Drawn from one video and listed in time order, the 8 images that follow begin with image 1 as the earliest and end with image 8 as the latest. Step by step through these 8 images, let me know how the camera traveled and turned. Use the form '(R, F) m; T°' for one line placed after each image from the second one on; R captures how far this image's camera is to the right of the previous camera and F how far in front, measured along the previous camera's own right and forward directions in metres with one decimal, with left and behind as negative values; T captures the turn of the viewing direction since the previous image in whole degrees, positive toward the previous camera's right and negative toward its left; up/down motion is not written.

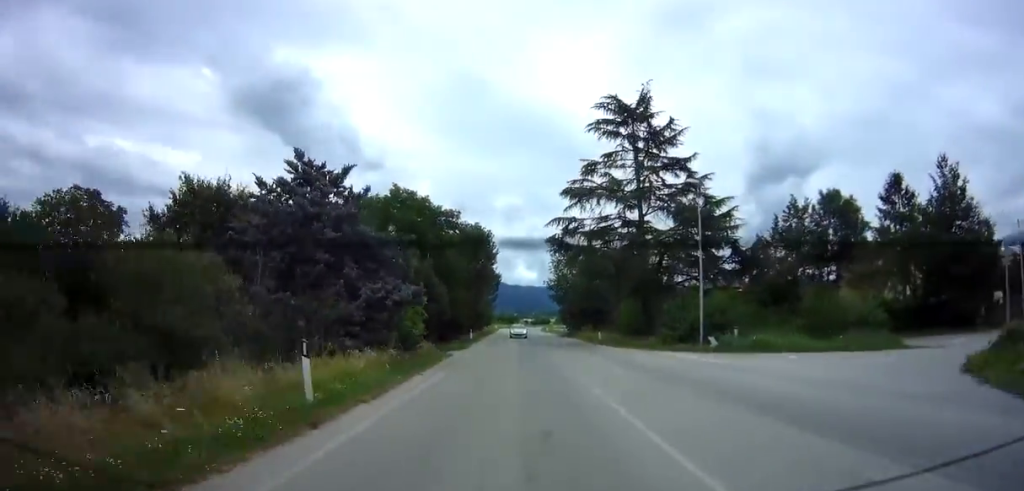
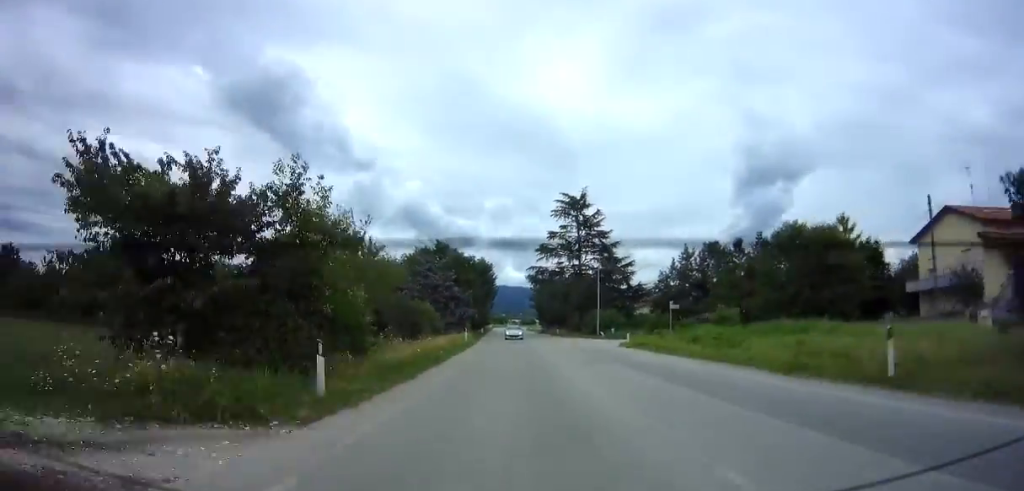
(+0.3, +30.6) m; +1°
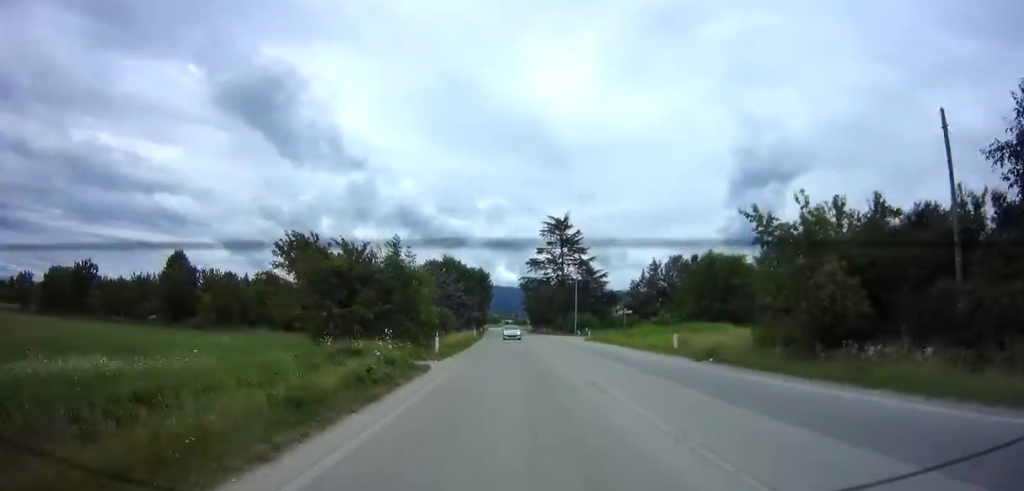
(+0.1, +15.2) m; +1°
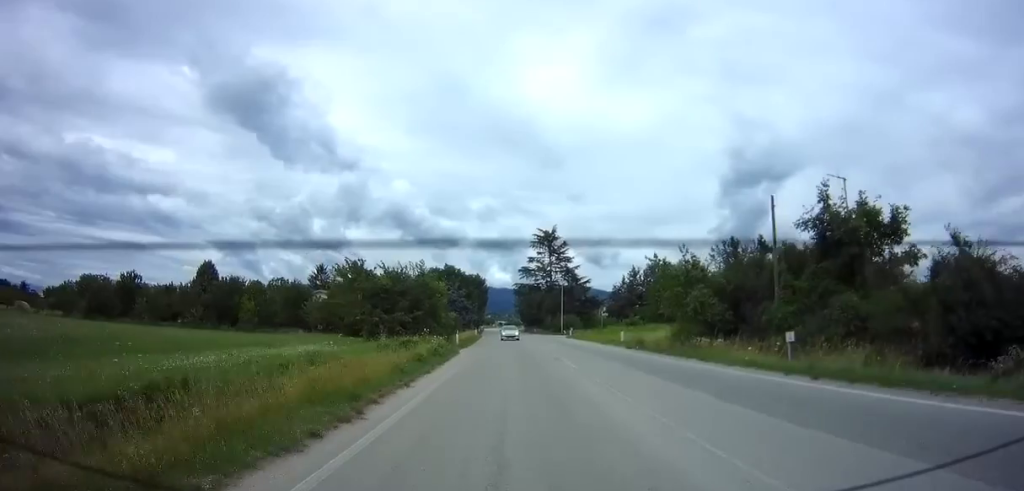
(+0.1, +10.8) m; 0°
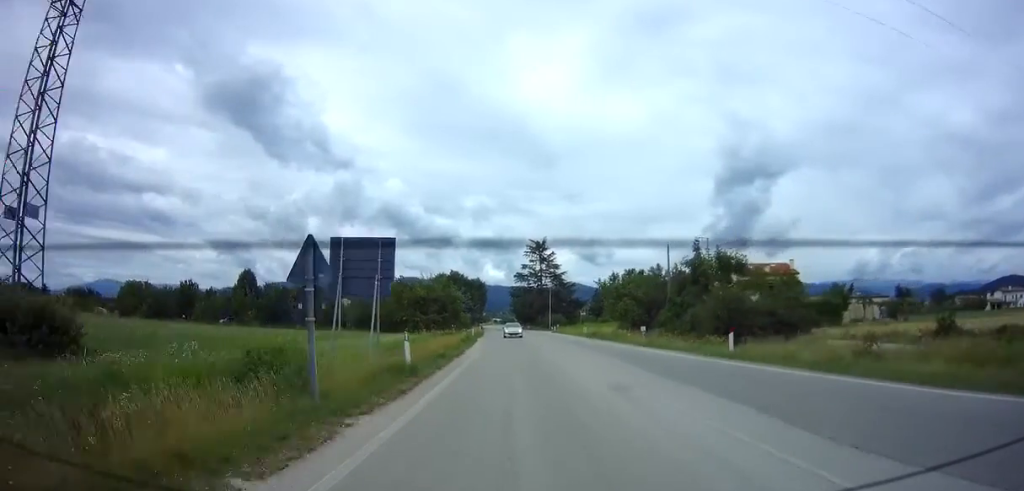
(0.0, +16.5) m; +1°
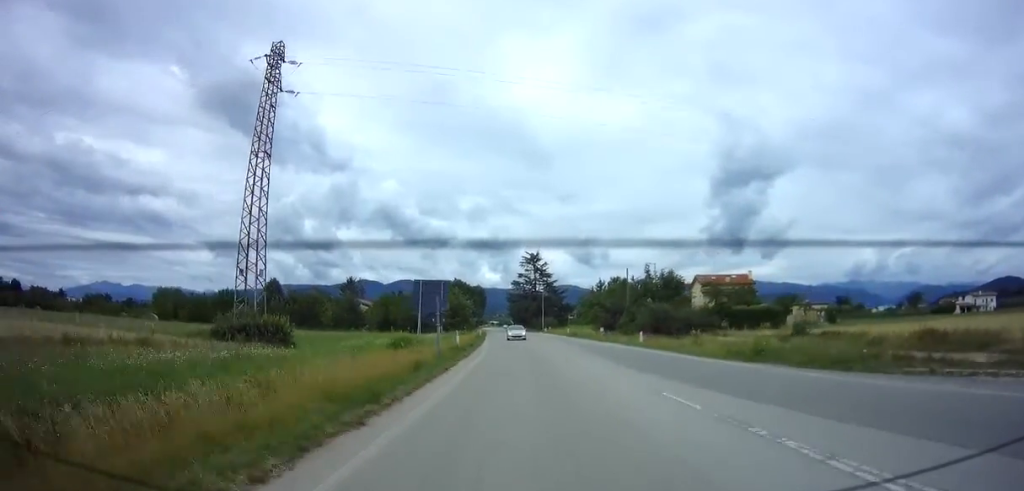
(+0.1, +13.8) m; +1°
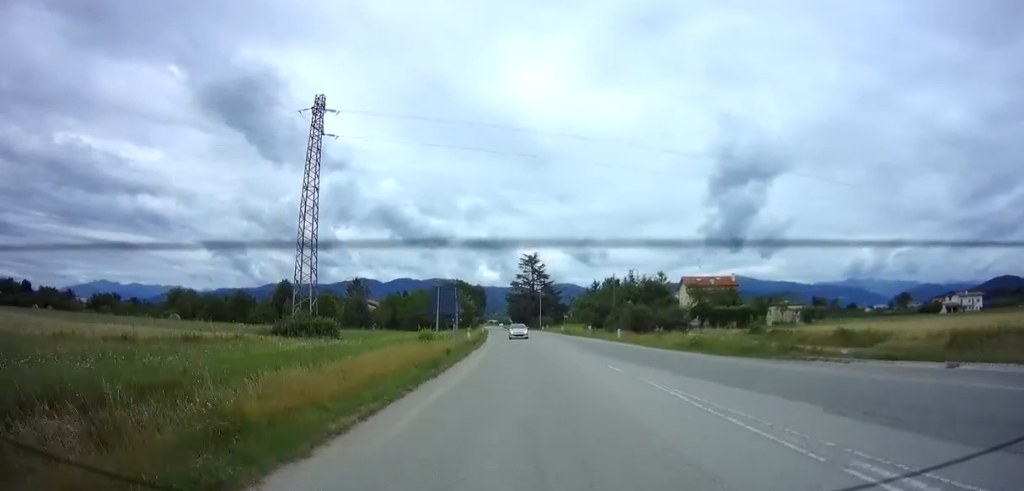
(0.0, +6.9) m; 0°
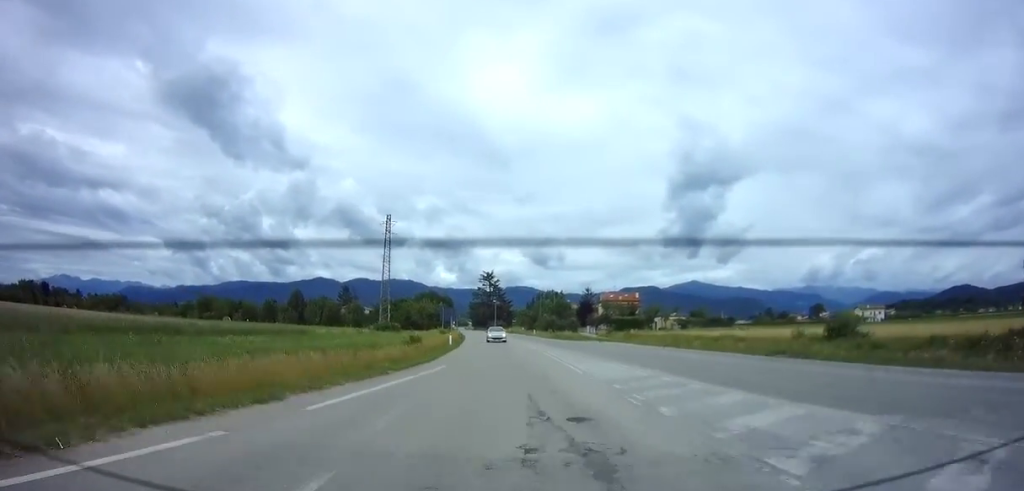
(+0.8, +37.3) m; +3°
